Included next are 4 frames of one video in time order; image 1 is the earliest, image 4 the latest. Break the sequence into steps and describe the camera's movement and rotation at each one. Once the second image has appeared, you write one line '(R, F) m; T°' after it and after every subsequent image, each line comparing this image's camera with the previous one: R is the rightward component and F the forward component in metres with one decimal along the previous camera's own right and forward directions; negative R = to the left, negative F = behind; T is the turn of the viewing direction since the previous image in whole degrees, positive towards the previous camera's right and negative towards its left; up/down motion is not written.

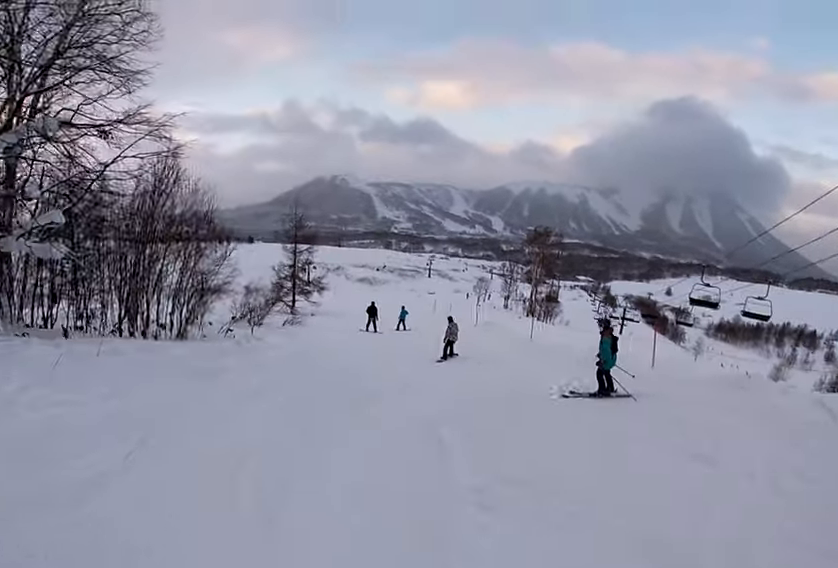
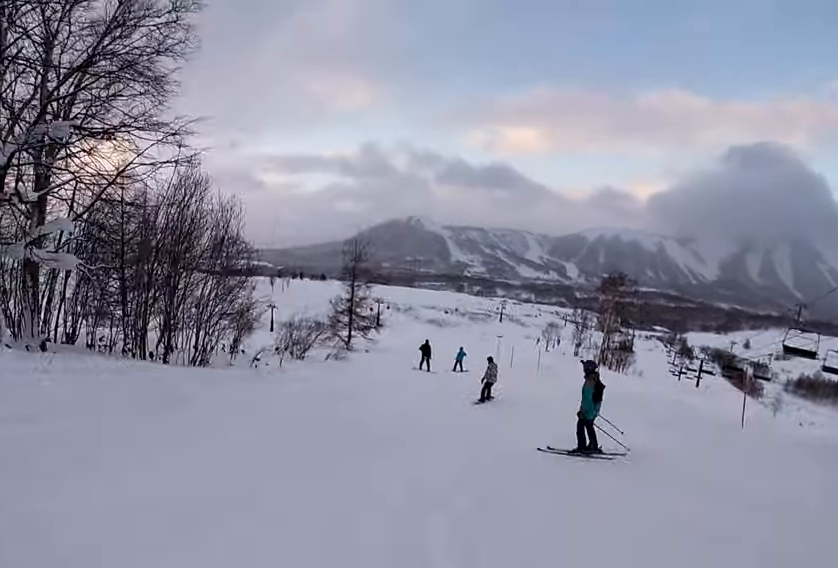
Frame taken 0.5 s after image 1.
(+0.6, +1.7) m; -16°
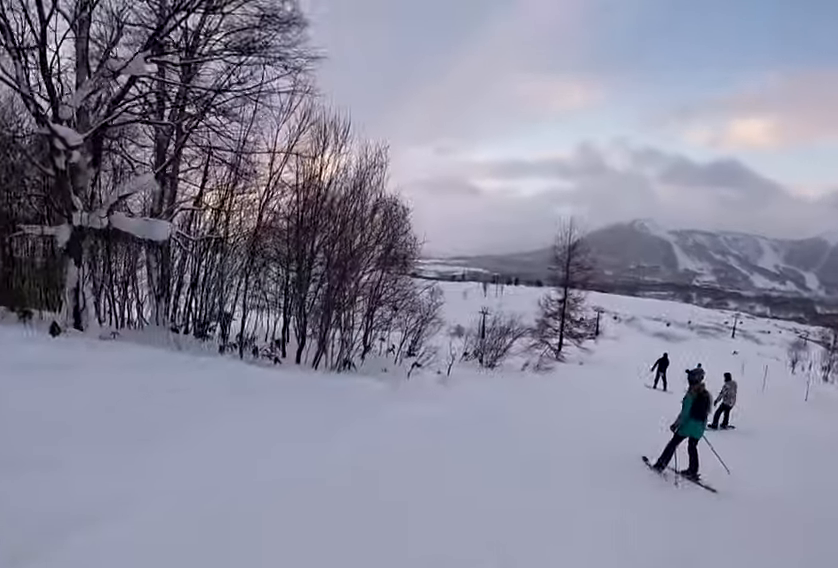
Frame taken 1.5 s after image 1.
(-2.3, +3.6) m; -10°
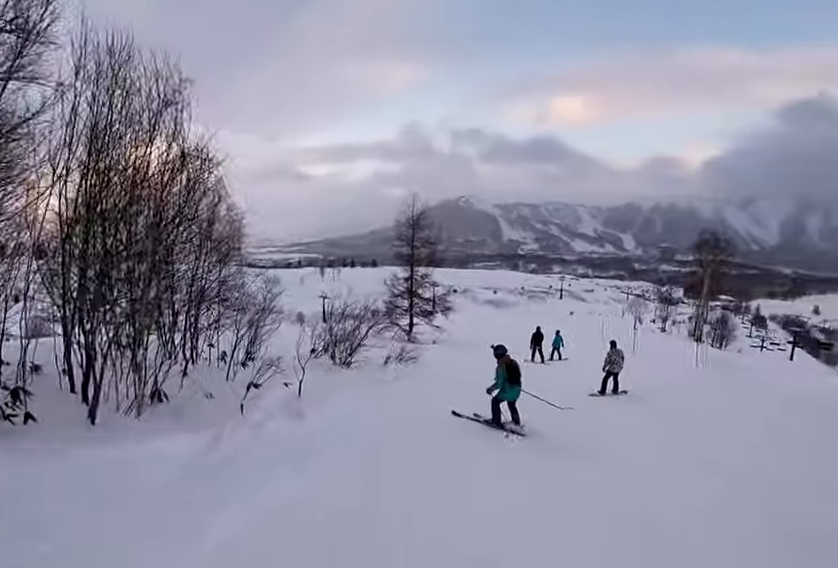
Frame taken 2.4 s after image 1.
(+1.5, +3.6) m; +14°
